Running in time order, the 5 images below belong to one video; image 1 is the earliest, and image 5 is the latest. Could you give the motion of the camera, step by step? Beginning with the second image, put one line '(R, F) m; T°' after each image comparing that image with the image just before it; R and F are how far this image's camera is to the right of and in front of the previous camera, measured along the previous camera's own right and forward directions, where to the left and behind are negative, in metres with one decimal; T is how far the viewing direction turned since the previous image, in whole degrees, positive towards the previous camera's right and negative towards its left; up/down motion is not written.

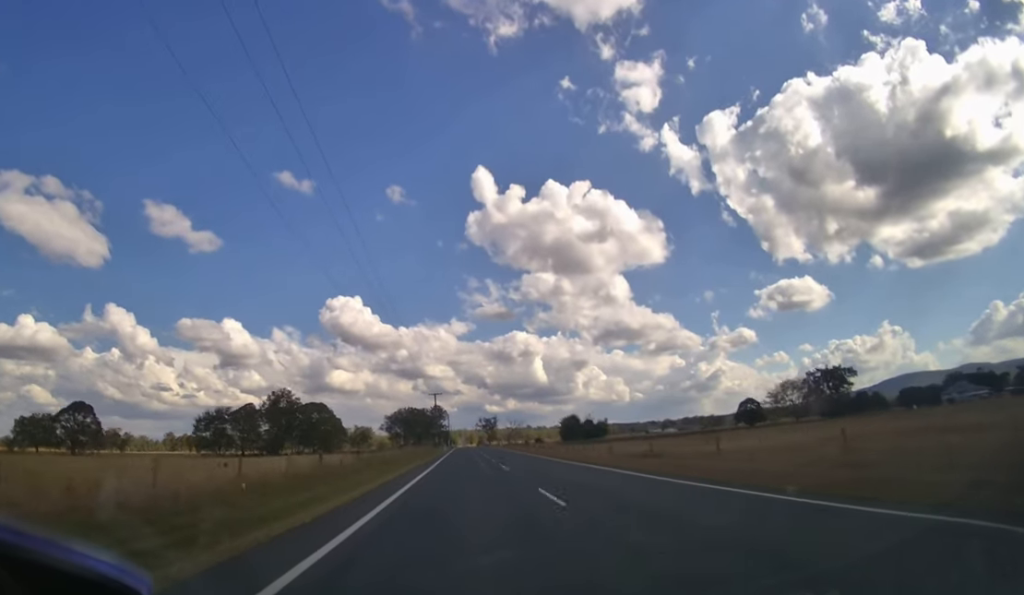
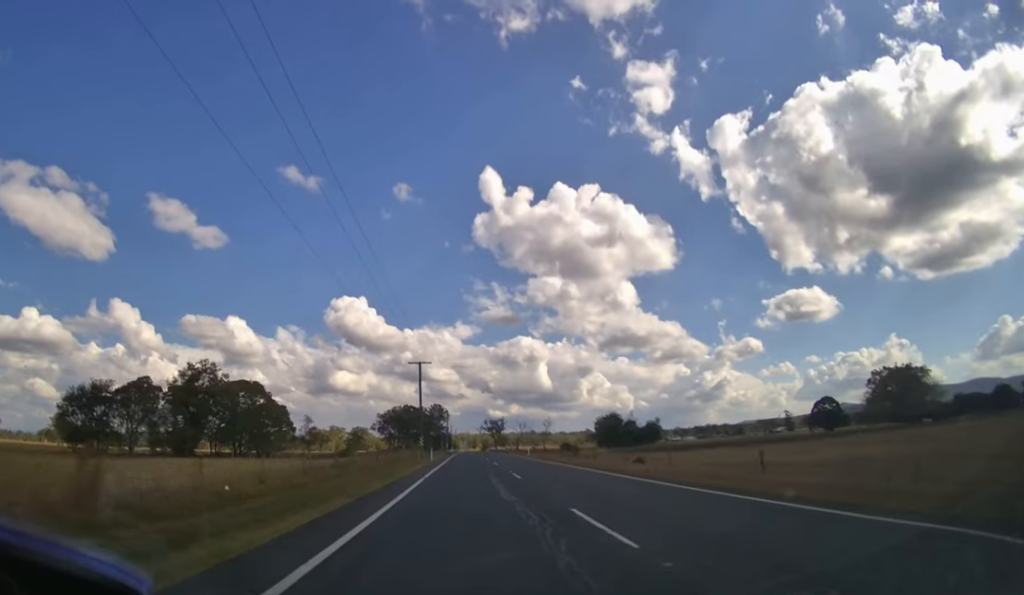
(0.0, +36.2) m; 0°
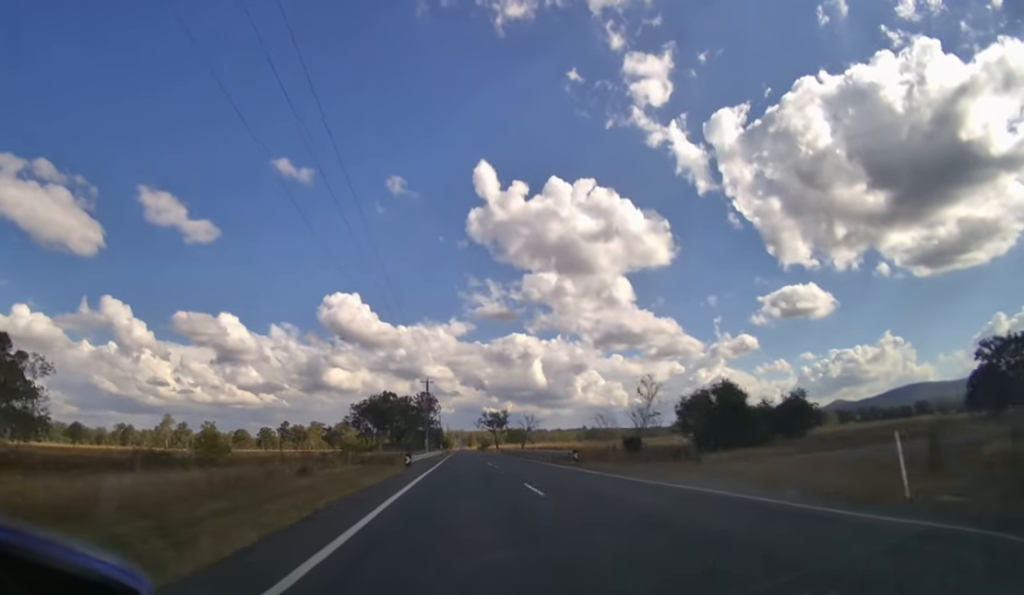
(+0.1, +55.6) m; 0°
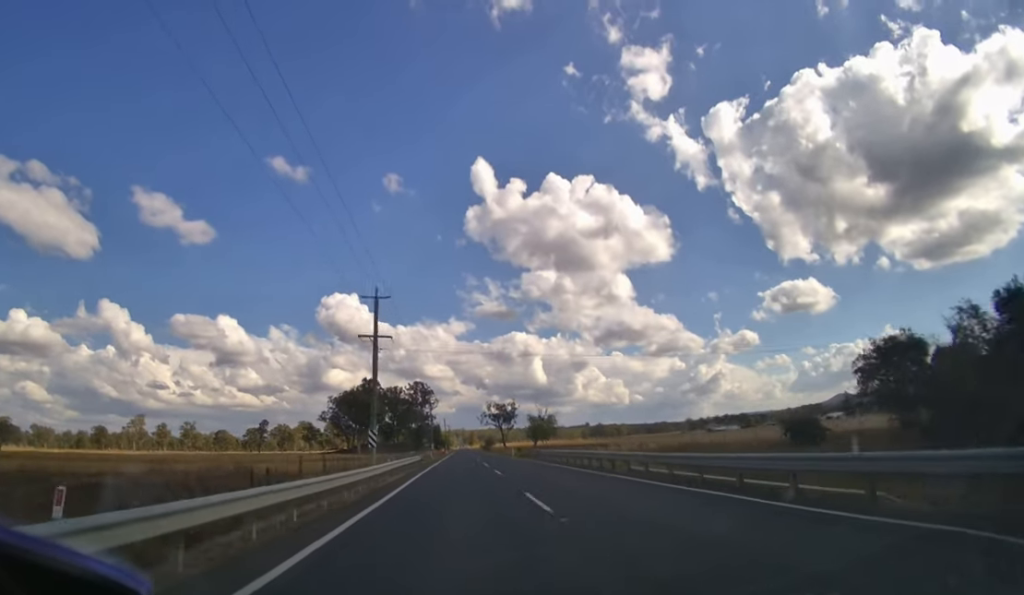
(+0.1, +45.8) m; 0°
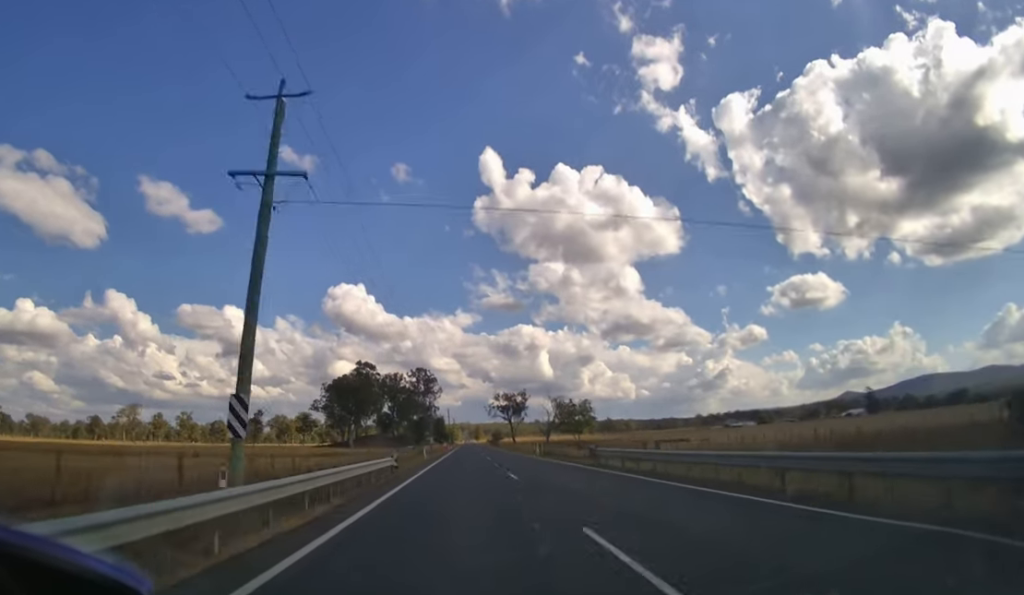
(0.0, +19.4) m; 0°
